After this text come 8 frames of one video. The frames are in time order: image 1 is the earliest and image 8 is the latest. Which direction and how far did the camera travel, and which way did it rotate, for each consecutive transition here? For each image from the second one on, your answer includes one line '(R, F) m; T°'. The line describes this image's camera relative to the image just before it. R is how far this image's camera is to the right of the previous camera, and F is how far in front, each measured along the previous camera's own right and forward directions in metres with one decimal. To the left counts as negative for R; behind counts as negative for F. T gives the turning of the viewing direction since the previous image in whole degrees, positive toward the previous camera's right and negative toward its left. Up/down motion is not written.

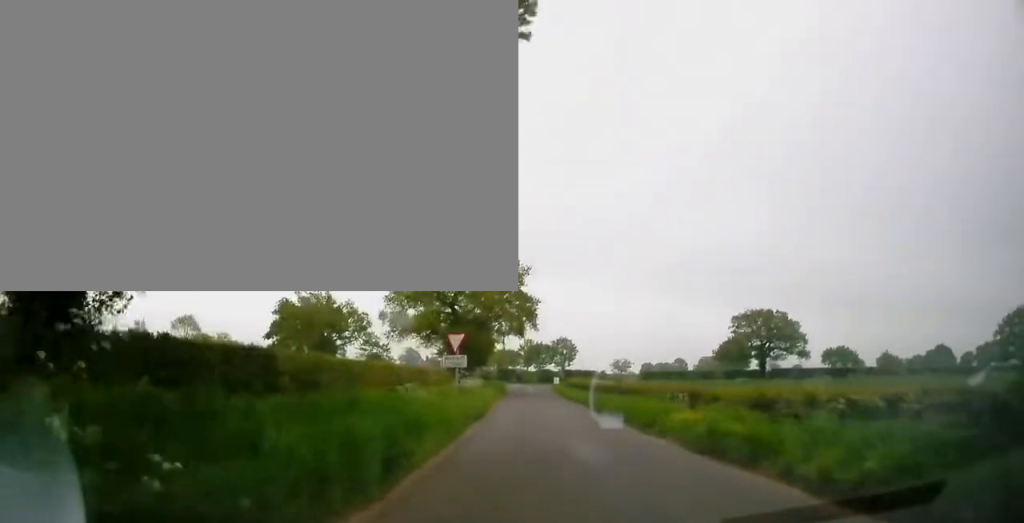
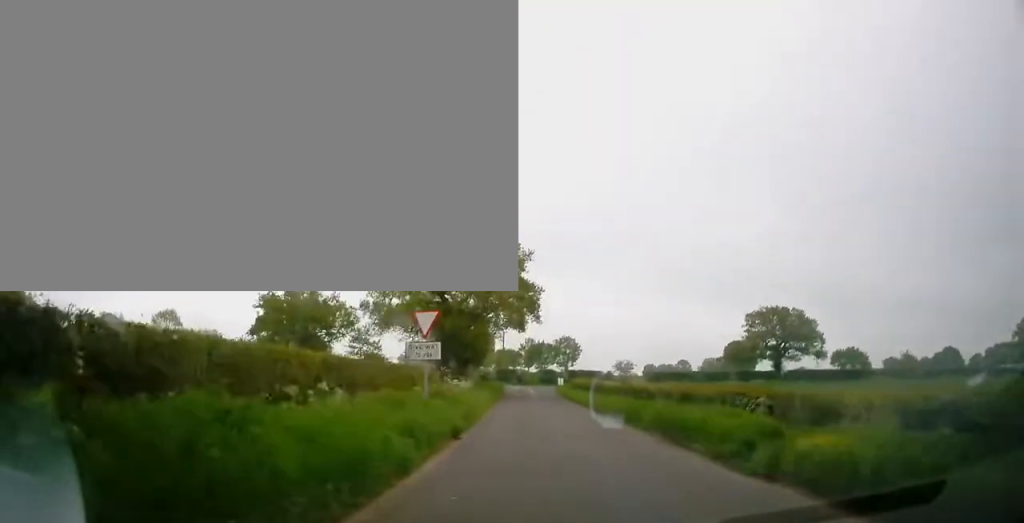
(0.0, +7.0) m; -1°
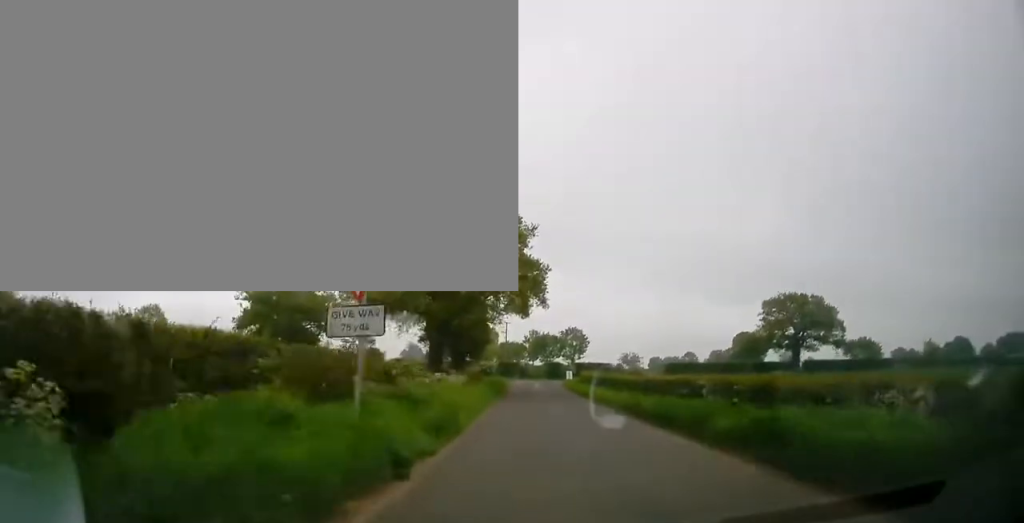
(-0.2, +6.4) m; -1°
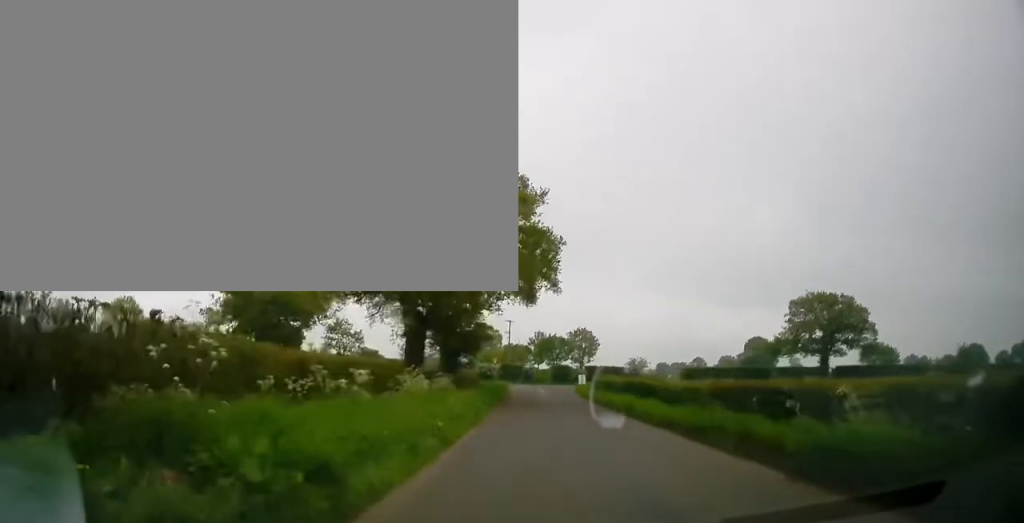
(0.0, +8.9) m; +1°
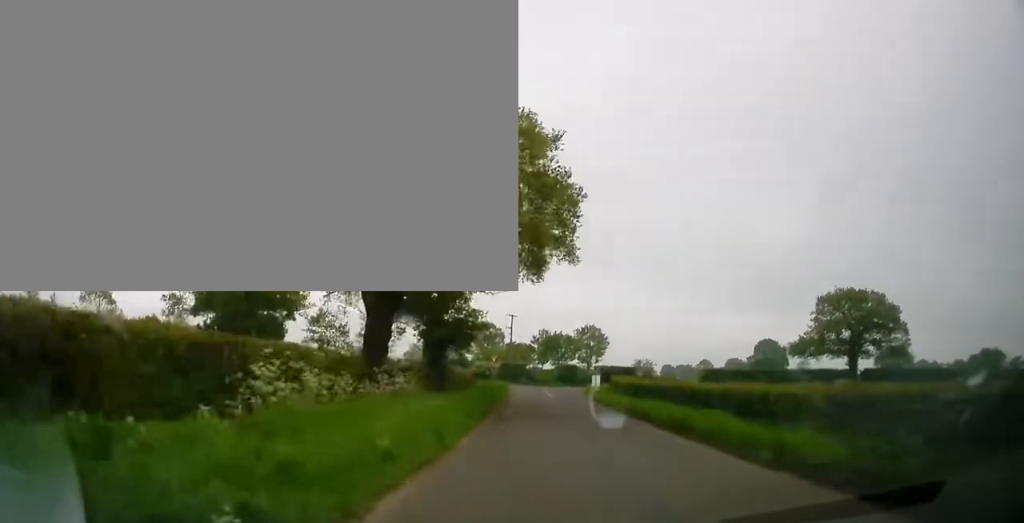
(0.0, +8.2) m; +1°
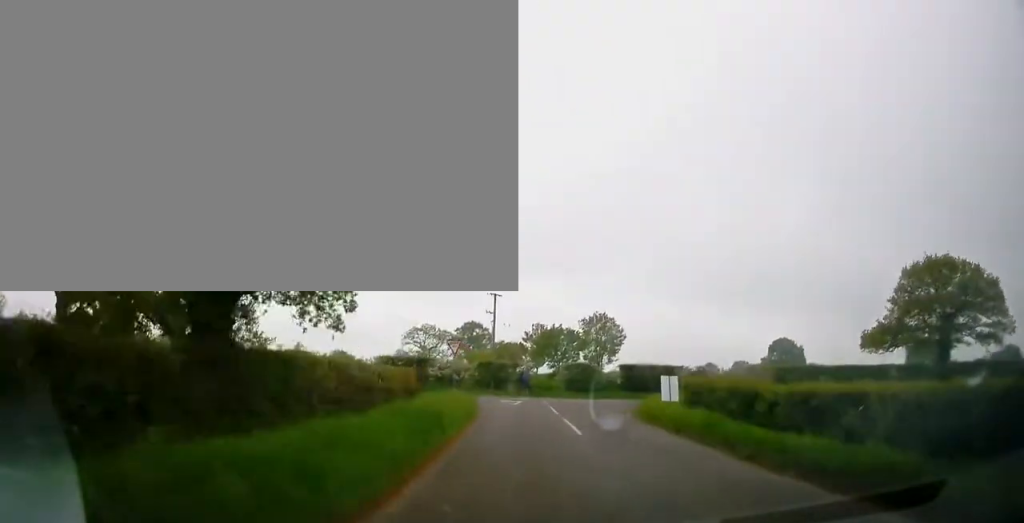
(-0.4, +23.4) m; -3°
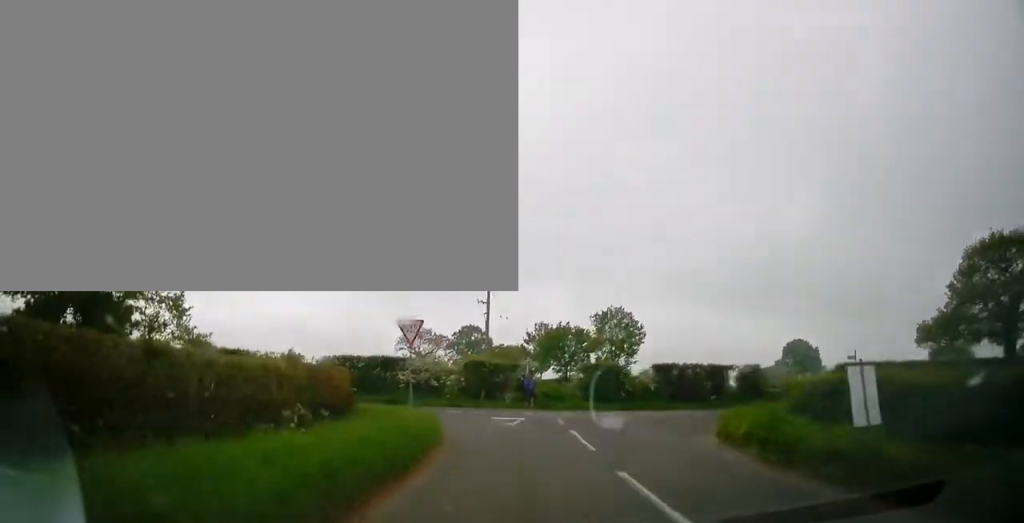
(0.0, +11.6) m; +2°
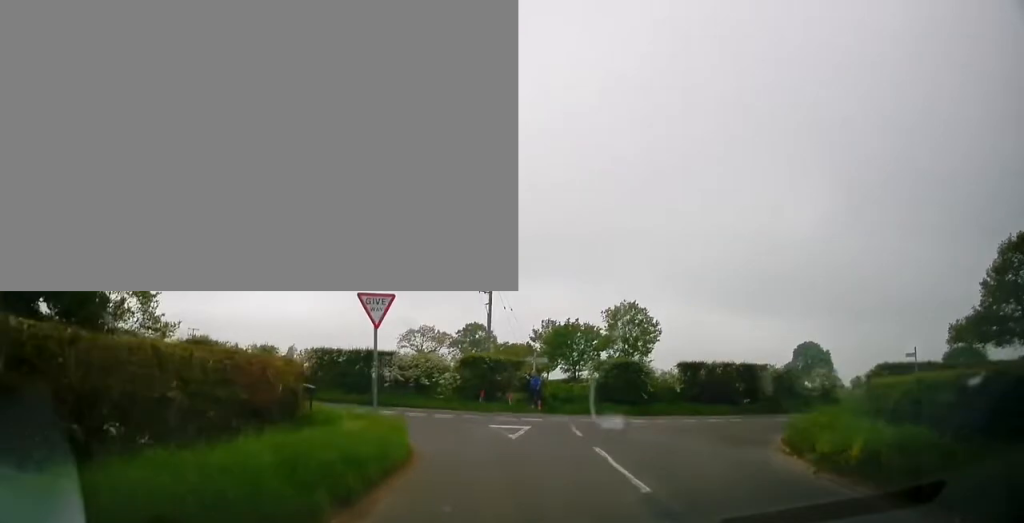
(+0.1, +4.8) m; +1°
